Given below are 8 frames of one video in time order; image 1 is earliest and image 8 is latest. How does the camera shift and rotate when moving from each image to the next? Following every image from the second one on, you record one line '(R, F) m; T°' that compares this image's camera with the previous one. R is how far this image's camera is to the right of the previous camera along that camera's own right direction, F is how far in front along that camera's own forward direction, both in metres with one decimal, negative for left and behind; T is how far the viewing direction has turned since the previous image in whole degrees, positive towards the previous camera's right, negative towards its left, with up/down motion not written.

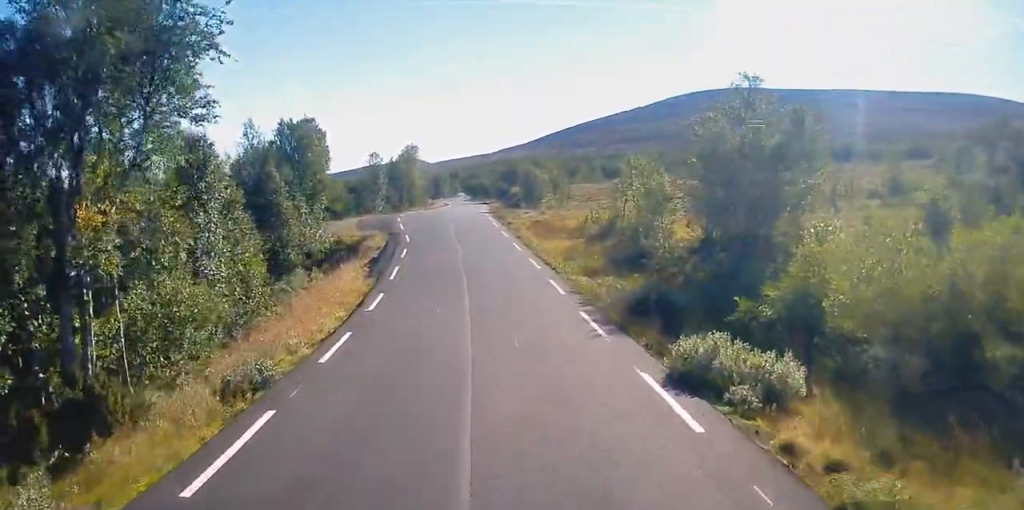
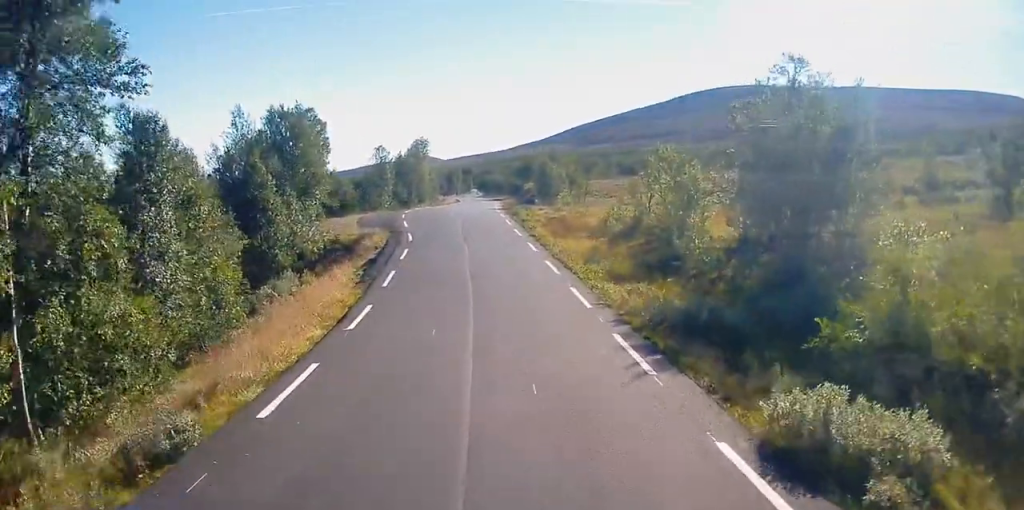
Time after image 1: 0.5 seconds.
(0.0, +3.6) m; 0°
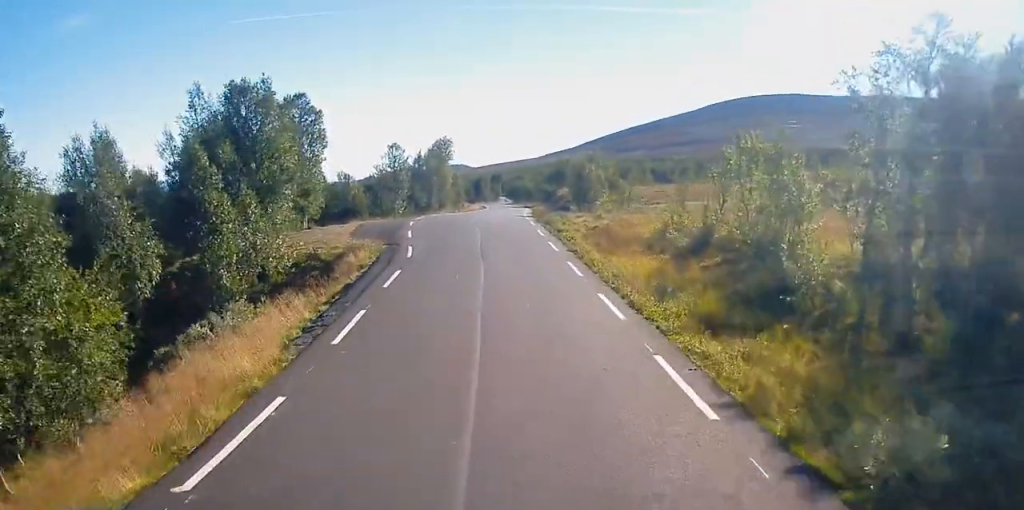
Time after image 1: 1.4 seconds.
(0.0, +8.6) m; 0°
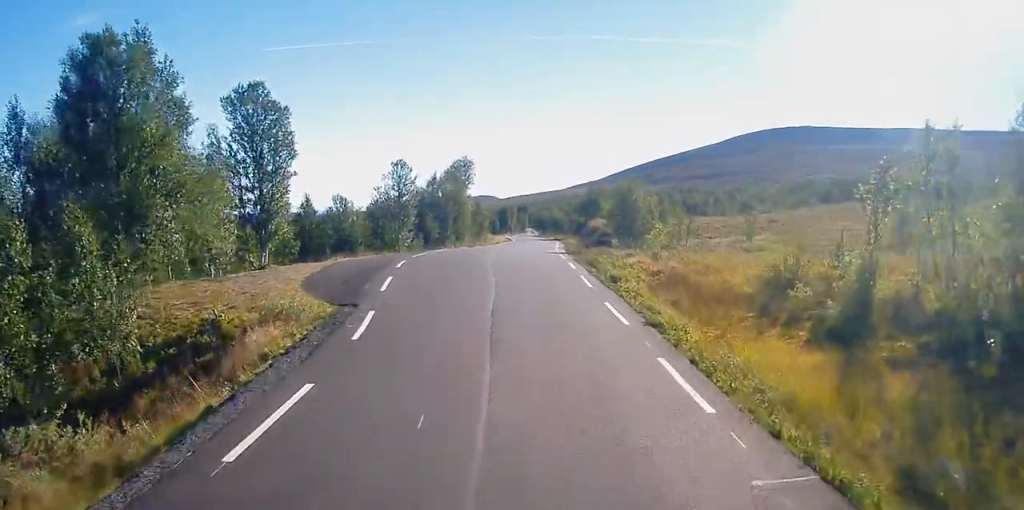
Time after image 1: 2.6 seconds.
(0.0, +11.5) m; -3°
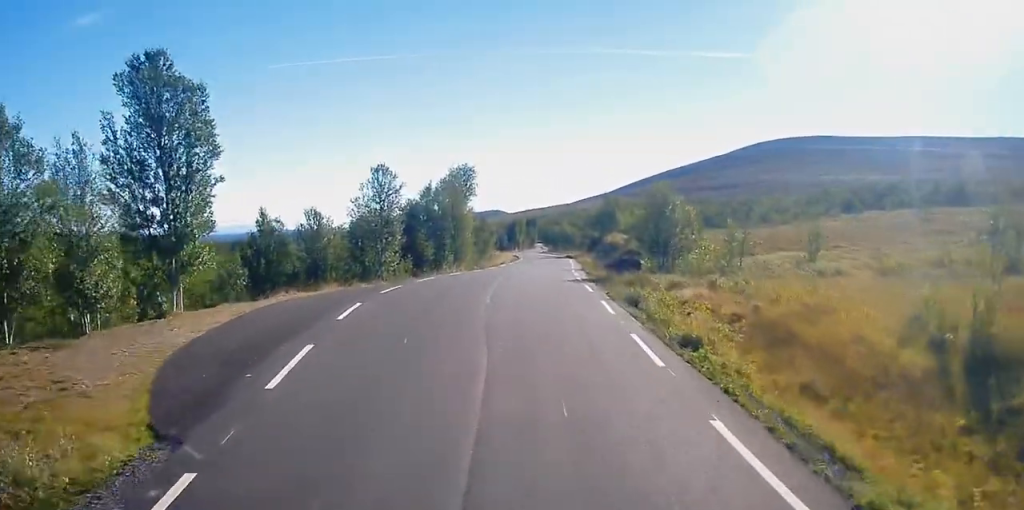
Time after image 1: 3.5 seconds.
(-0.5, +9.3) m; -3°
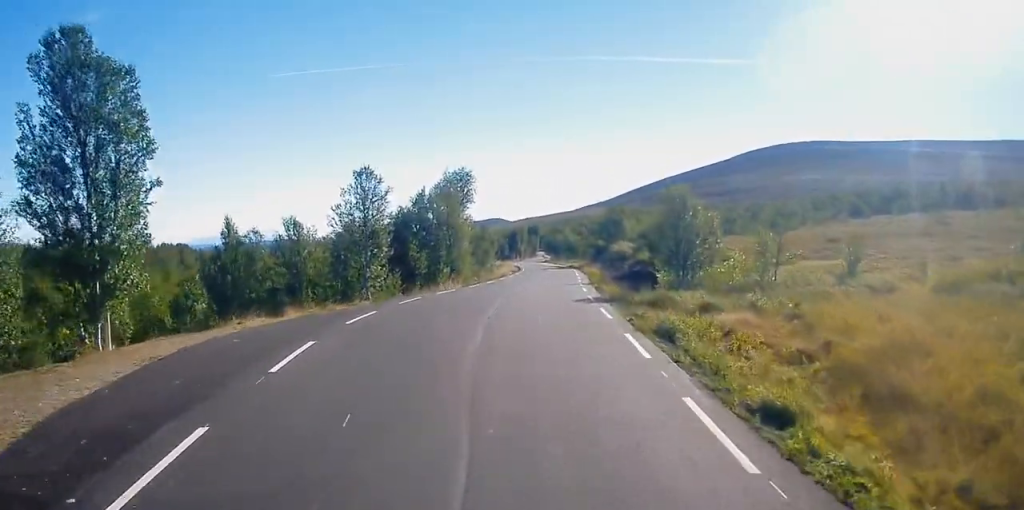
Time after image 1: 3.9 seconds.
(0.0, +4.5) m; +1°
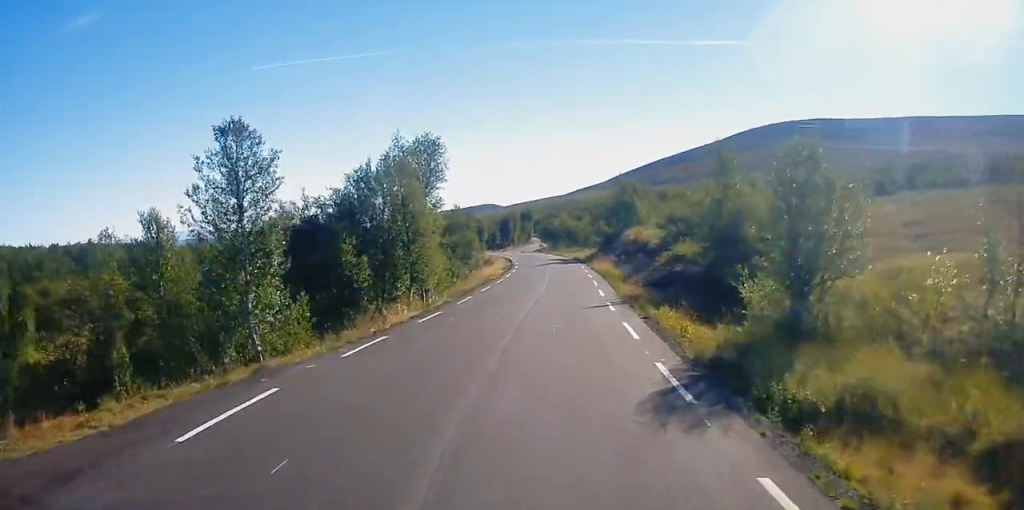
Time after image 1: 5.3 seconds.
(+0.5, +15.1) m; +2°
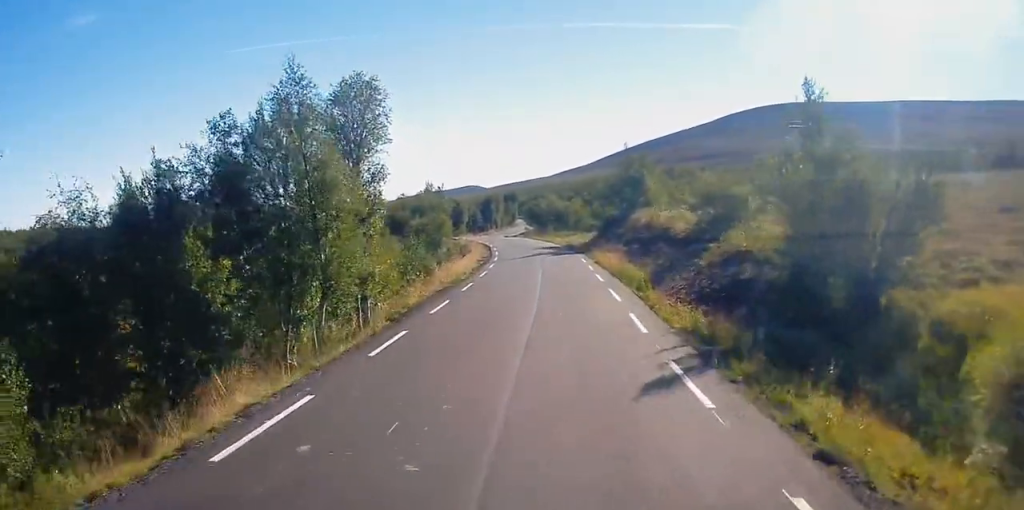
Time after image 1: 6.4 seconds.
(-0.2, +12.9) m; 0°
